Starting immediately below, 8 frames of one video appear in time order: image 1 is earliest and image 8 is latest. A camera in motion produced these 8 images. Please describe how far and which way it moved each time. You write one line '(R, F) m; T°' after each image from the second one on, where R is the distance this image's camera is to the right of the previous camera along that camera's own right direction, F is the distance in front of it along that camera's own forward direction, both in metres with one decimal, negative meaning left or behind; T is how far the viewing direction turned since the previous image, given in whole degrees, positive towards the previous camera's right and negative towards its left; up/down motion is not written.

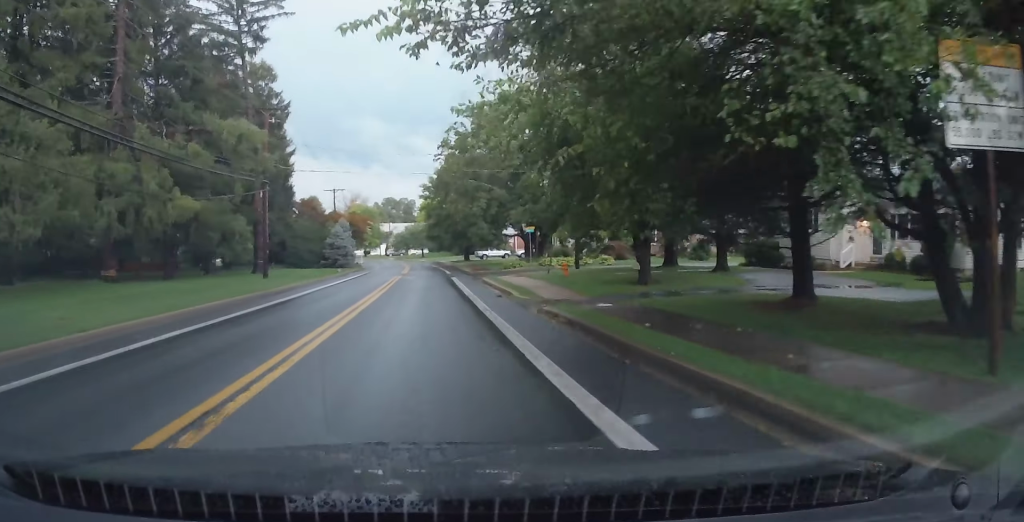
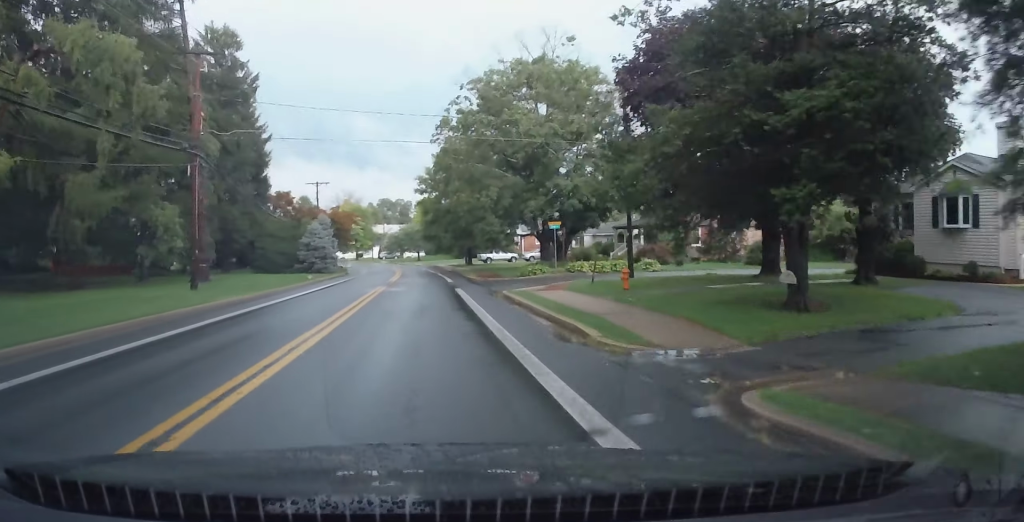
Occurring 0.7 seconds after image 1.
(-0.1, +11.2) m; 0°
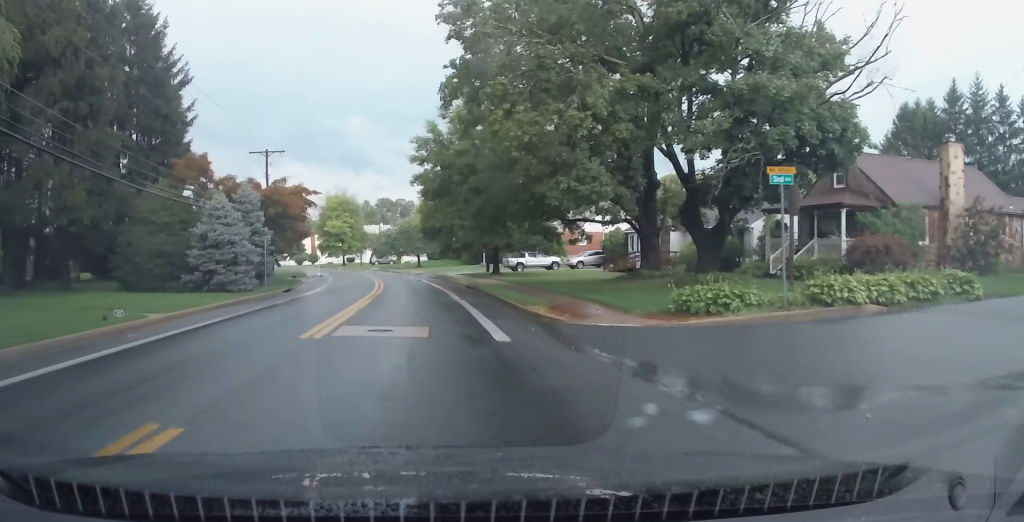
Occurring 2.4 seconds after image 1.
(+0.3, +25.0) m; +1°
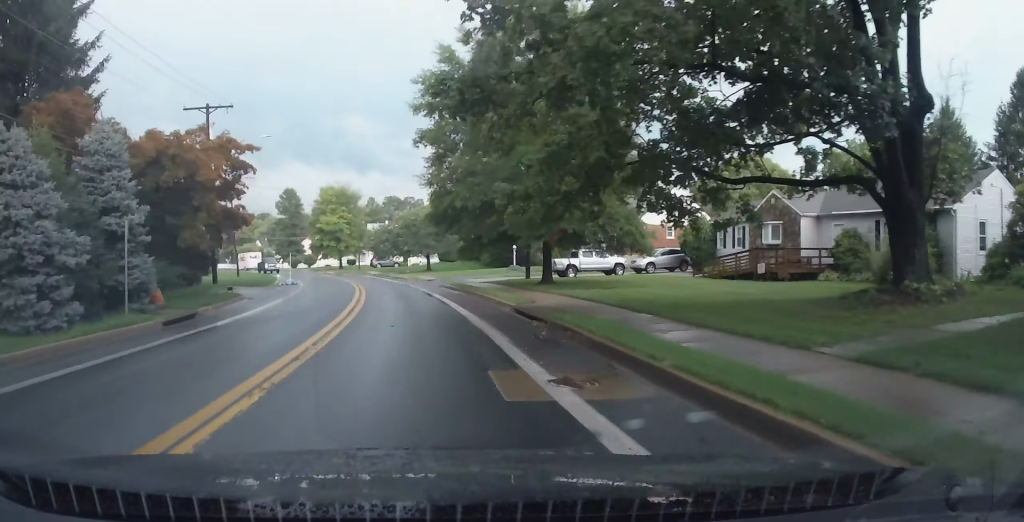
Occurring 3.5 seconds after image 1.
(0.0, +15.8) m; -2°
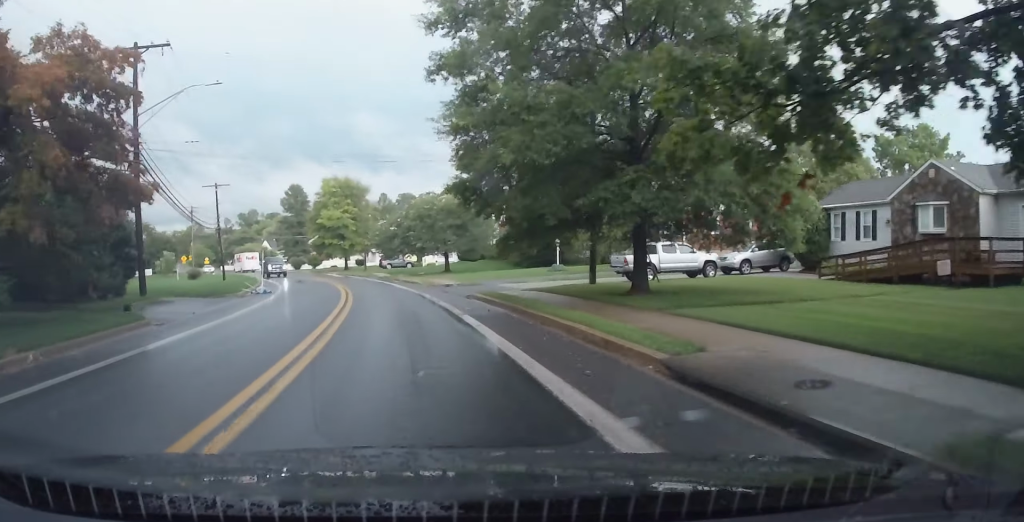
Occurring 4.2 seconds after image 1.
(-0.2, +10.8) m; -2°
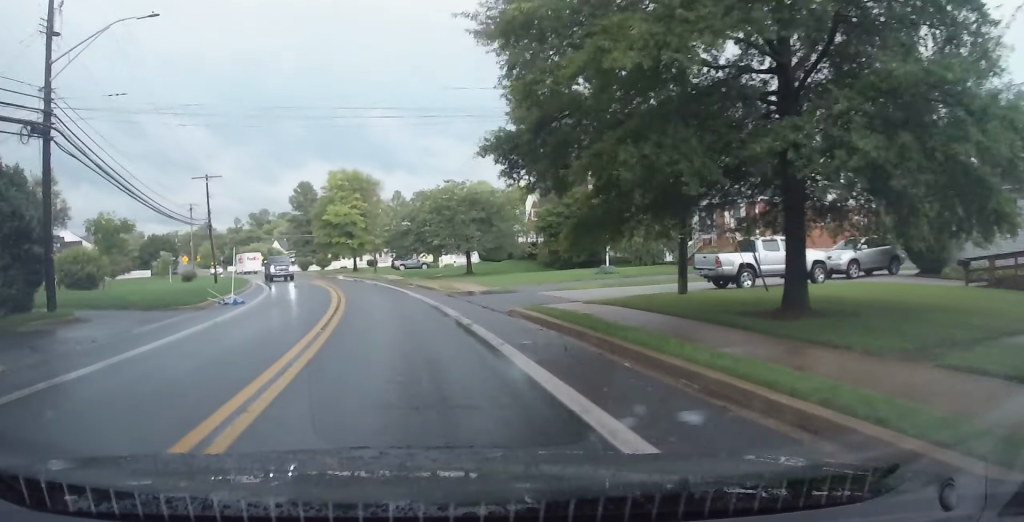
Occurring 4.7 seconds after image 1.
(-0.2, +7.3) m; -1°
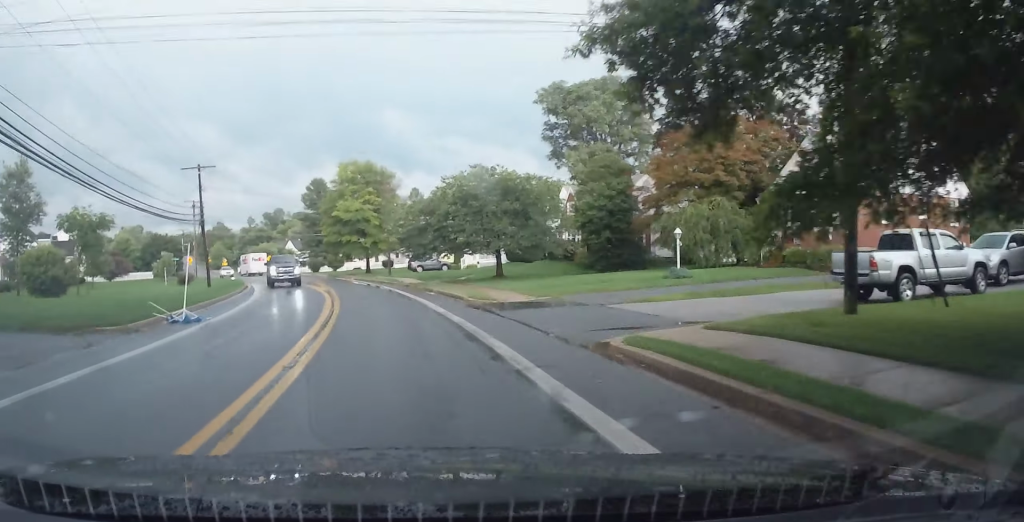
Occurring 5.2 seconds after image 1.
(0.0, +6.7) m; -2°
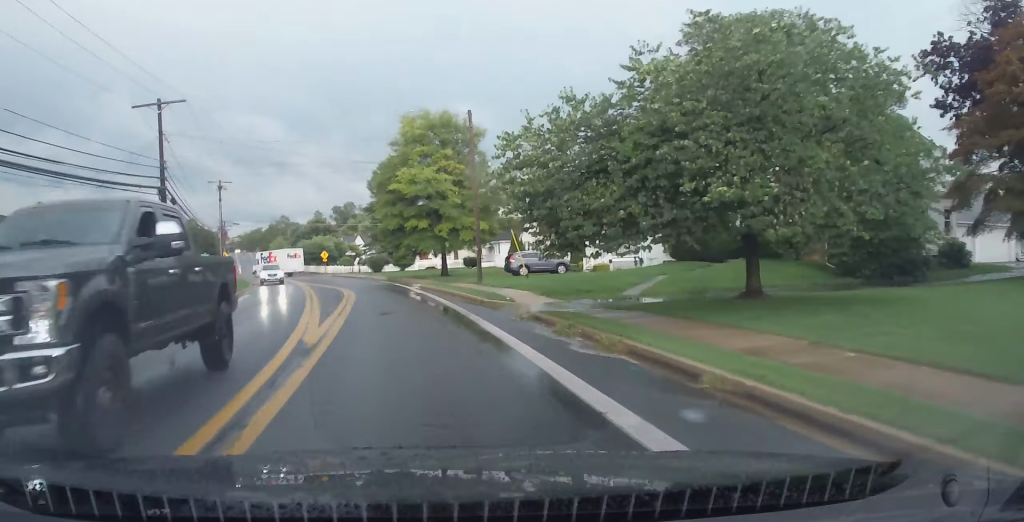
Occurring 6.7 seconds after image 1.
(-1.3, +21.9) m; -7°
